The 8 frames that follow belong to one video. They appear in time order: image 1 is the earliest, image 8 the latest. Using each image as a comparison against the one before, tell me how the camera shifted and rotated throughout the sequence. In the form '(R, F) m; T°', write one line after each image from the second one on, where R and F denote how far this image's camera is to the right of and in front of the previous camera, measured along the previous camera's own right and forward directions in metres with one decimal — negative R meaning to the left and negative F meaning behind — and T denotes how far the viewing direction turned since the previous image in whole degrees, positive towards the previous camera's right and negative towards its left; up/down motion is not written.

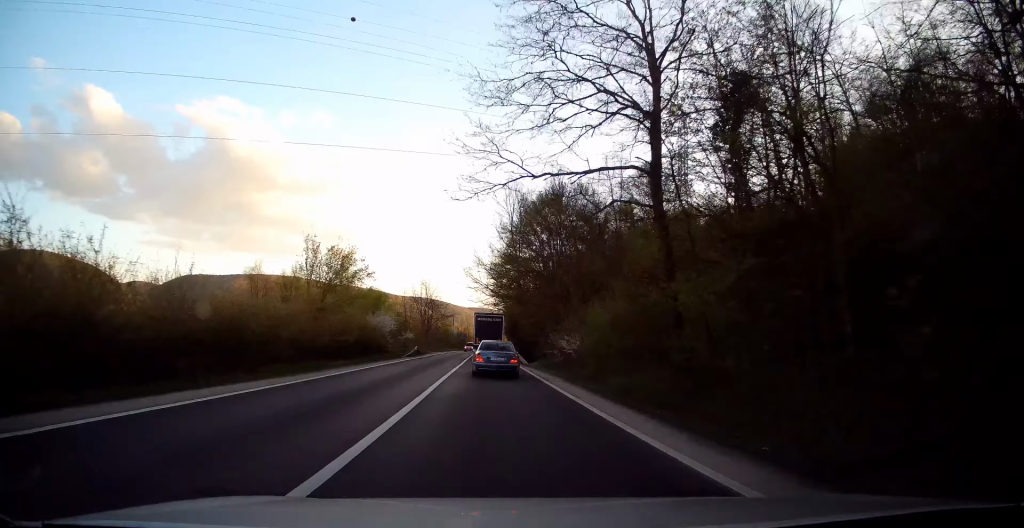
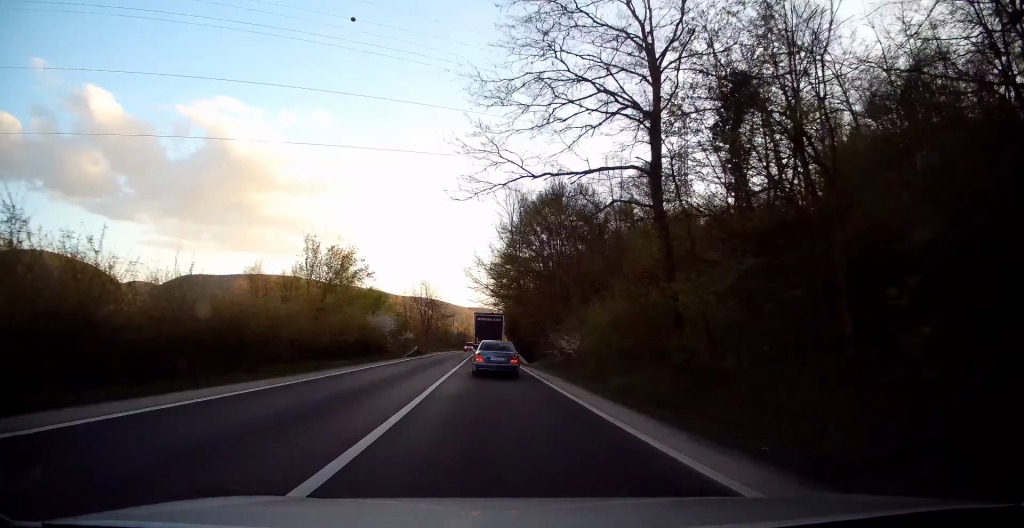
(0.0, 0.0) m; 0°
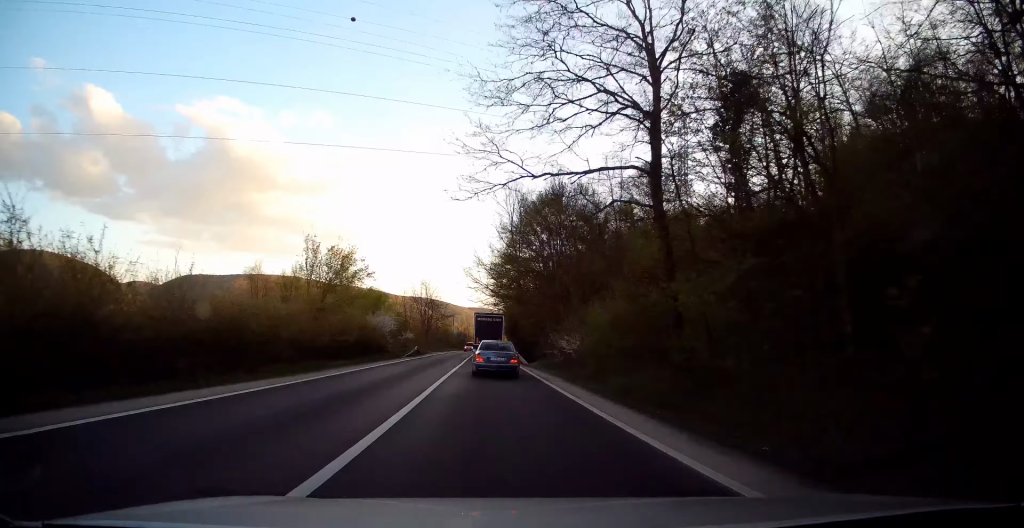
(0.0, 0.0) m; 0°
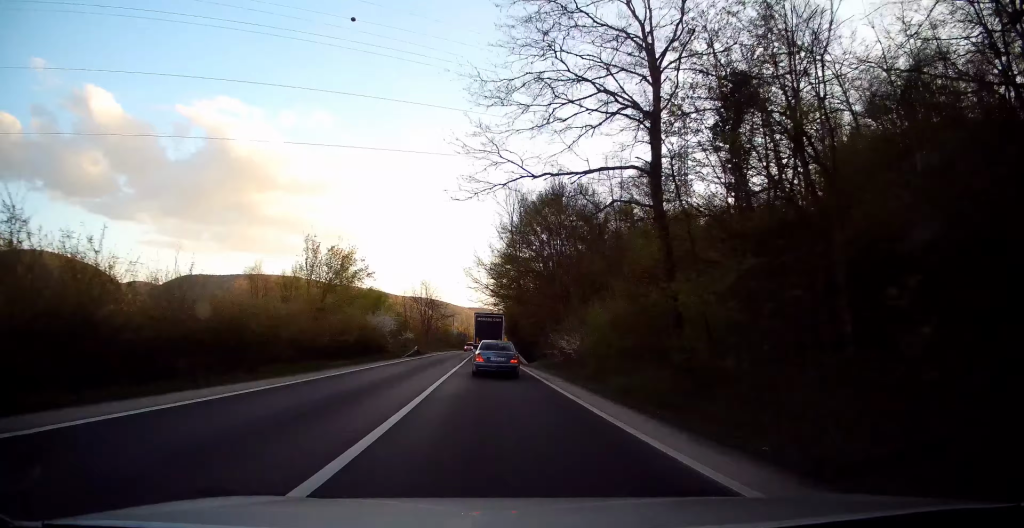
(0.0, 0.0) m; 0°
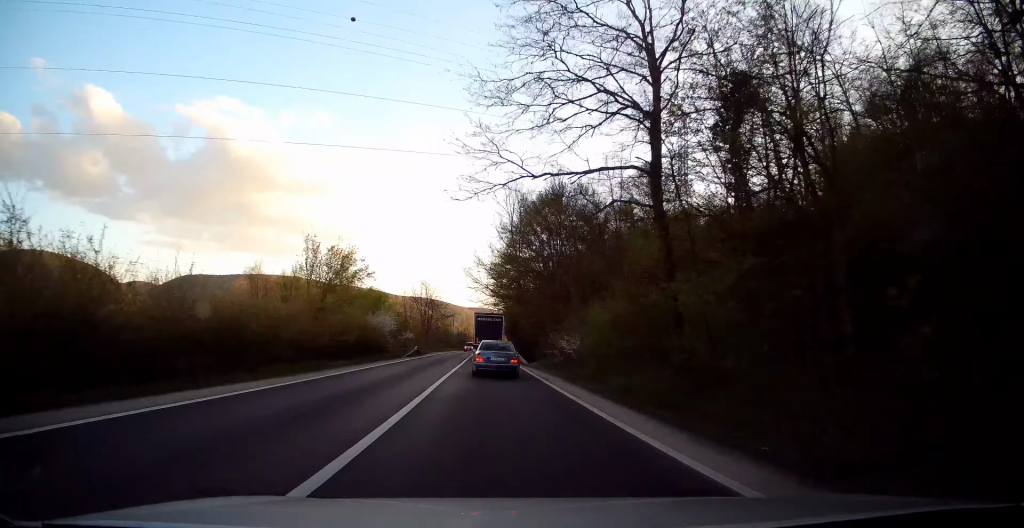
(0.0, 0.0) m; 0°
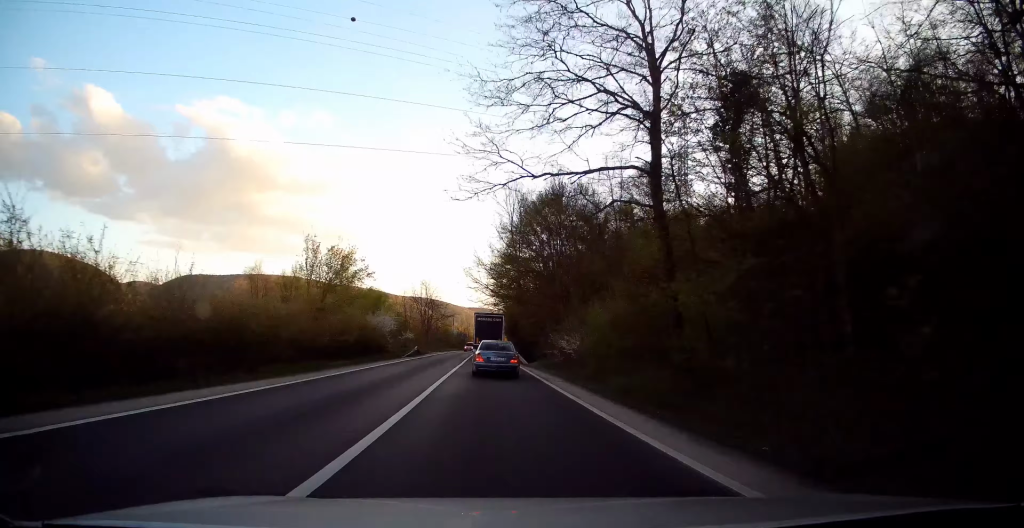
(0.0, 0.0) m; 0°
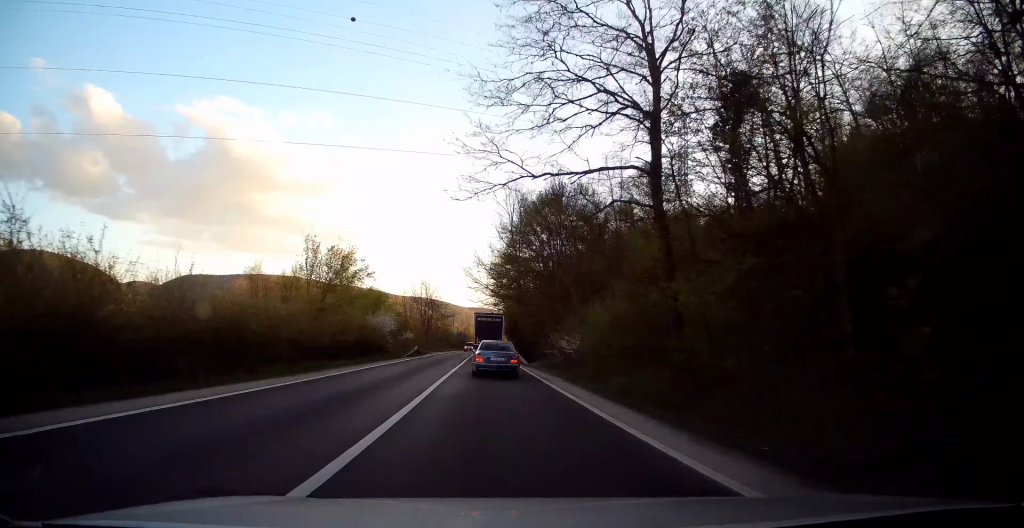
(0.0, 0.0) m; 0°
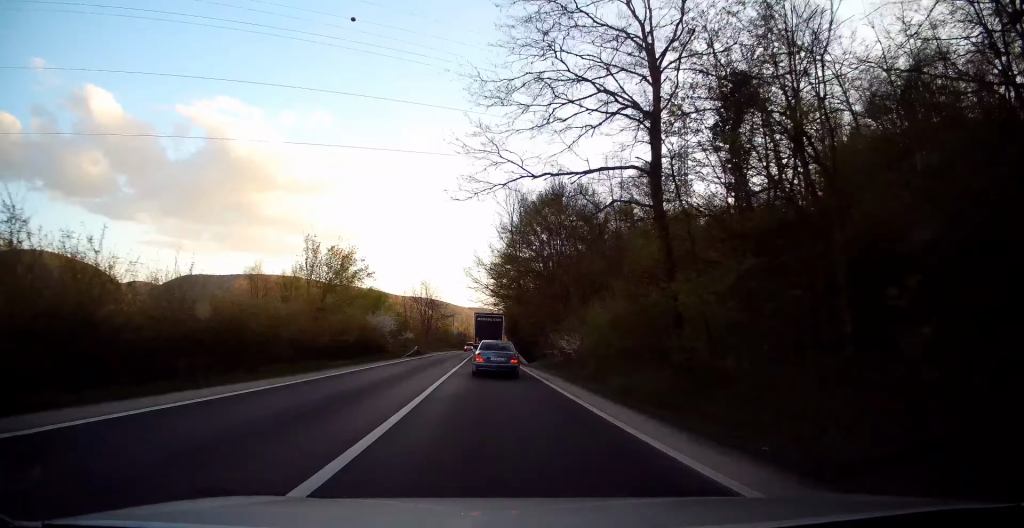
(0.0, 0.0) m; 0°
